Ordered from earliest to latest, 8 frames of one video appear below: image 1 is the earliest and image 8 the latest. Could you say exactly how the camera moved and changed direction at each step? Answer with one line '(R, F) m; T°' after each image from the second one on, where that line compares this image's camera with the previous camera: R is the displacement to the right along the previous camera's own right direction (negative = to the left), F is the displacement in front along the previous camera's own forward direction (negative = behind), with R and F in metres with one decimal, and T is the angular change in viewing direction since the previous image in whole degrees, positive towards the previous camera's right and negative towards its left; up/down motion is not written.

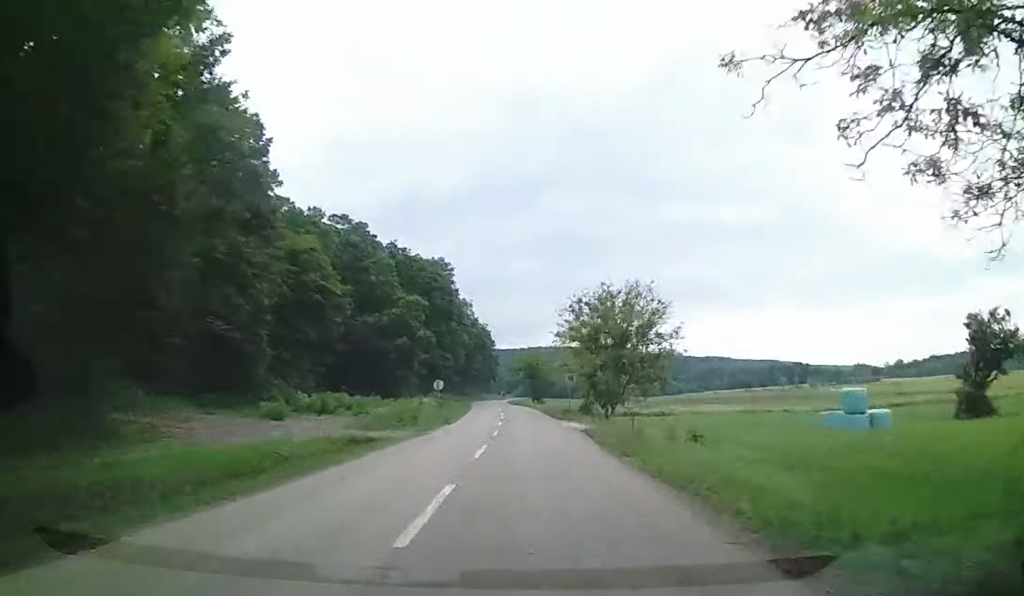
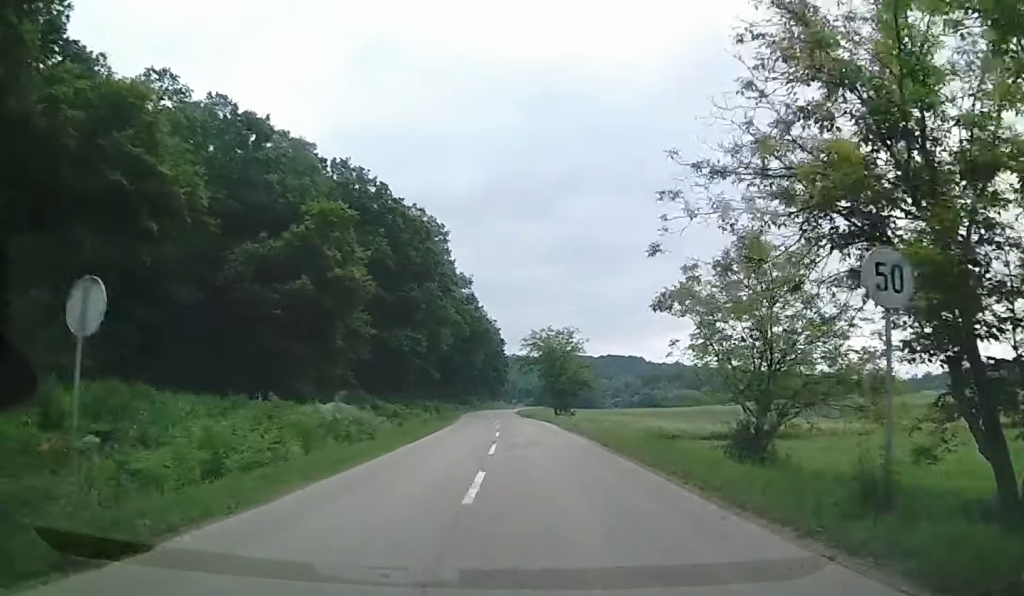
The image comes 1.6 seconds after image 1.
(-0.5, +34.2) m; -2°
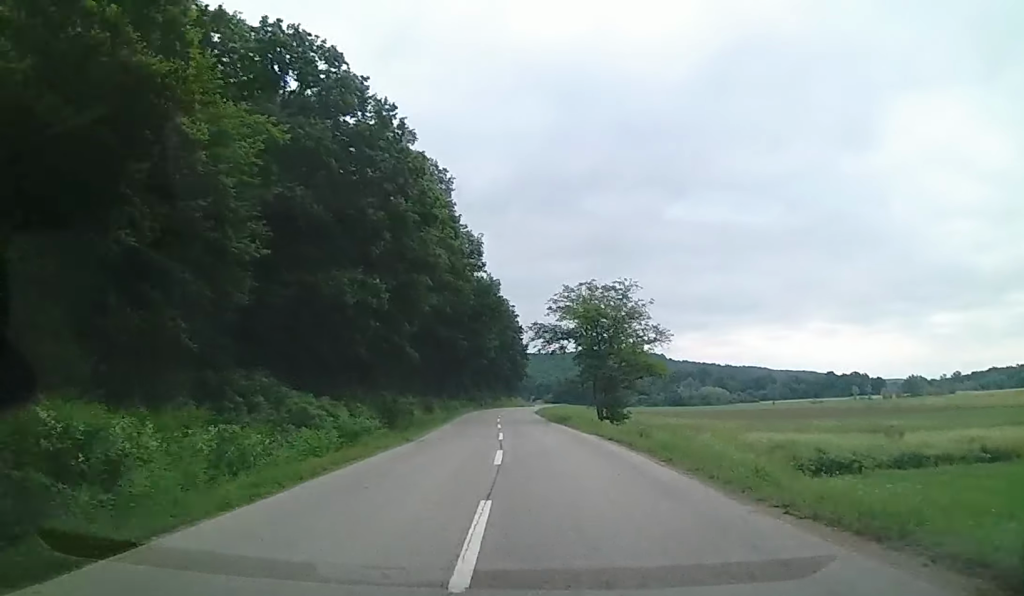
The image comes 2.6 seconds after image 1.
(0.0, +22.7) m; -1°
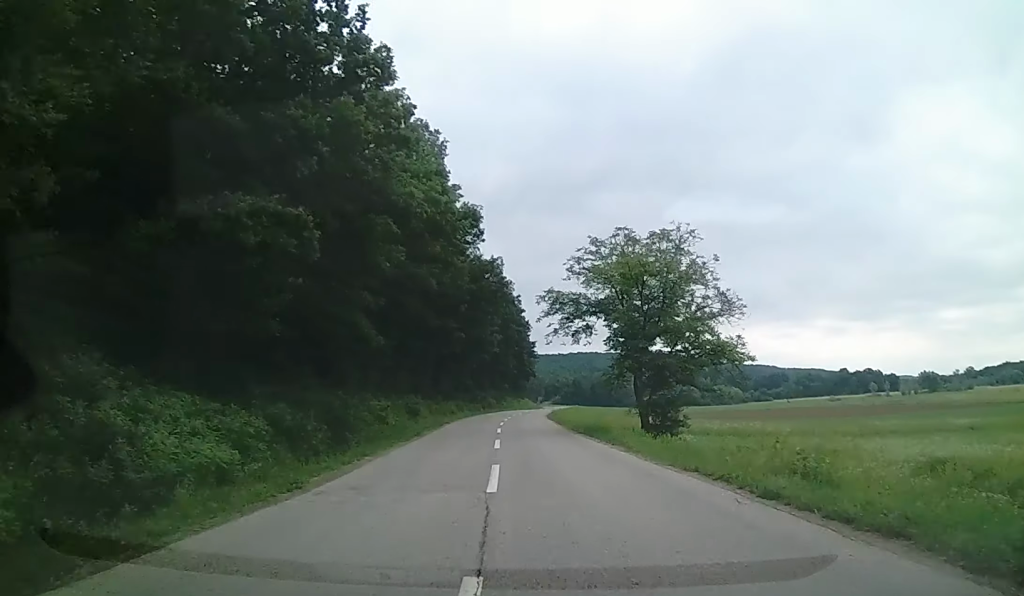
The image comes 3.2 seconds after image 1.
(-0.4, +12.5) m; 0°
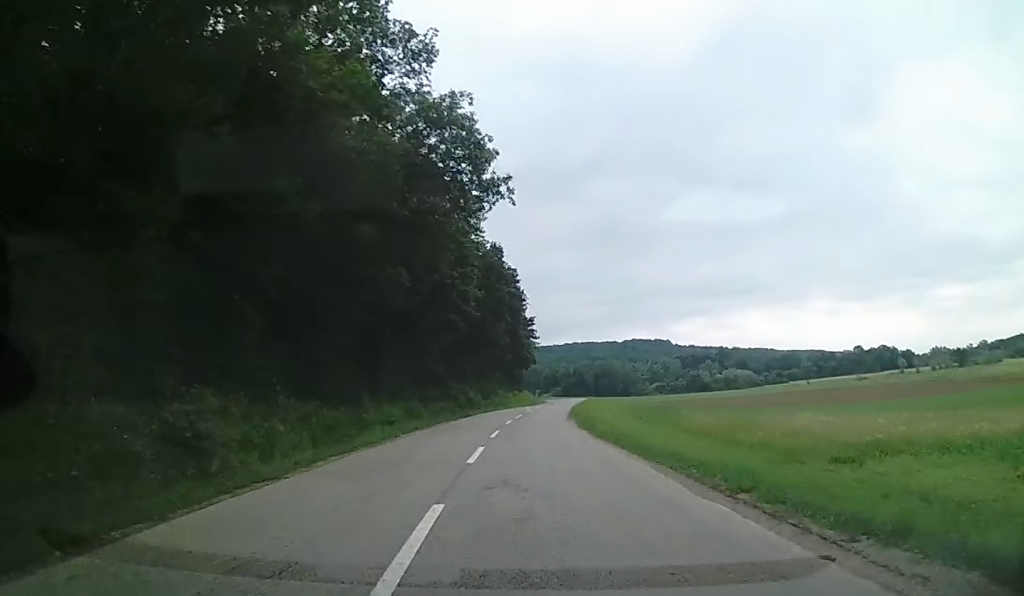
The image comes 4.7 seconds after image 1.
(+0.7, +33.7) m; +2°
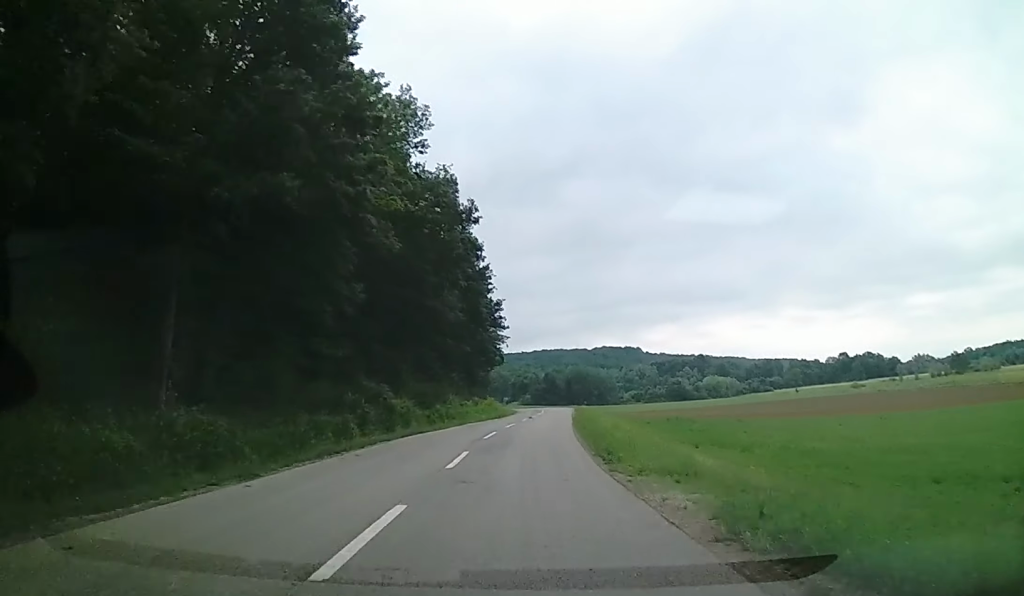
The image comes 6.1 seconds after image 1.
(+0.4, +26.9) m; +3°
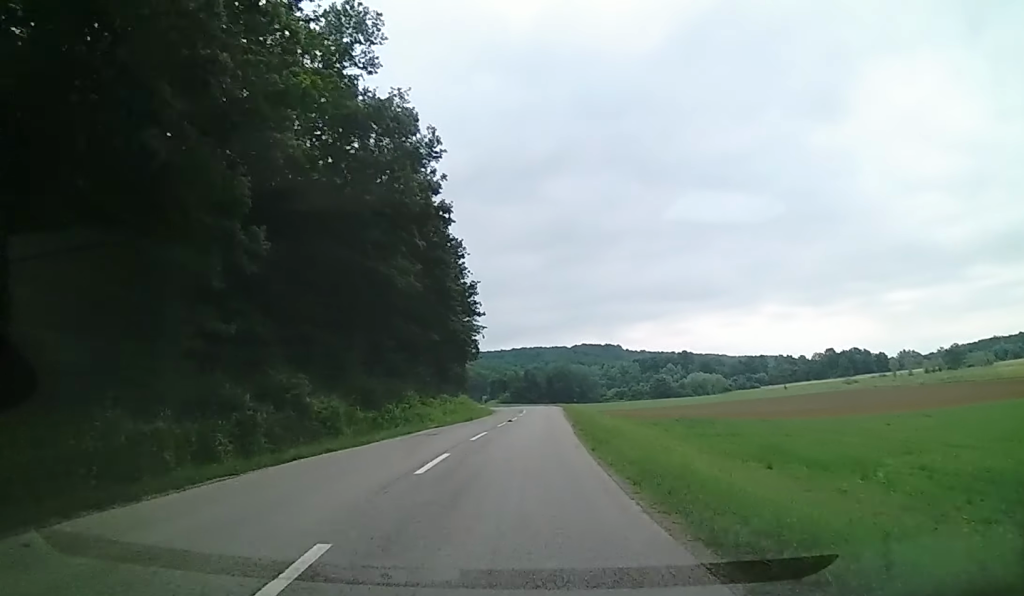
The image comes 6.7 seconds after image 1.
(+0.1, +11.7) m; +2°
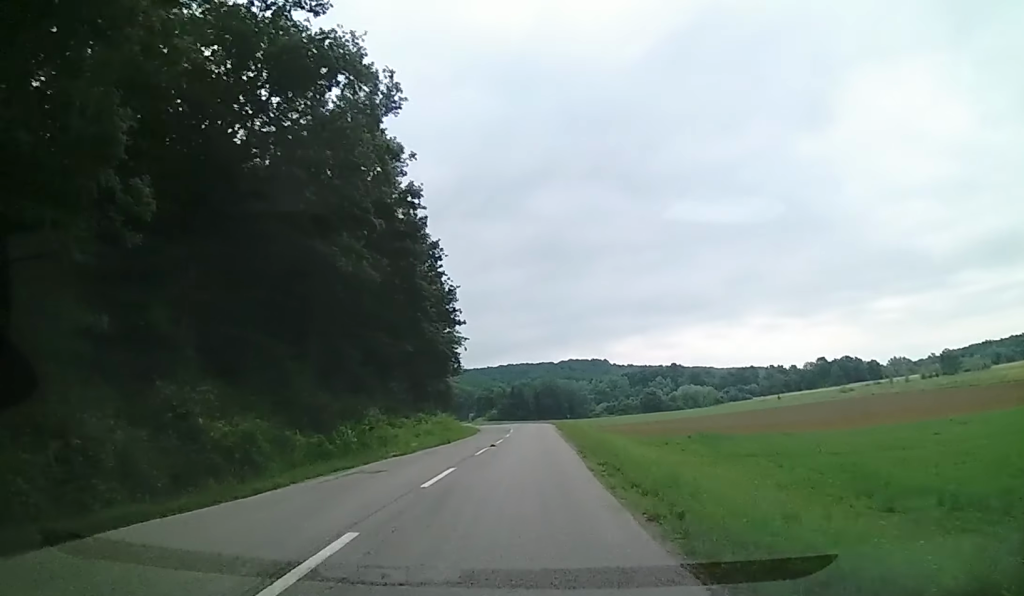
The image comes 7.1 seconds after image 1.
(+0.3, +7.7) m; +1°
